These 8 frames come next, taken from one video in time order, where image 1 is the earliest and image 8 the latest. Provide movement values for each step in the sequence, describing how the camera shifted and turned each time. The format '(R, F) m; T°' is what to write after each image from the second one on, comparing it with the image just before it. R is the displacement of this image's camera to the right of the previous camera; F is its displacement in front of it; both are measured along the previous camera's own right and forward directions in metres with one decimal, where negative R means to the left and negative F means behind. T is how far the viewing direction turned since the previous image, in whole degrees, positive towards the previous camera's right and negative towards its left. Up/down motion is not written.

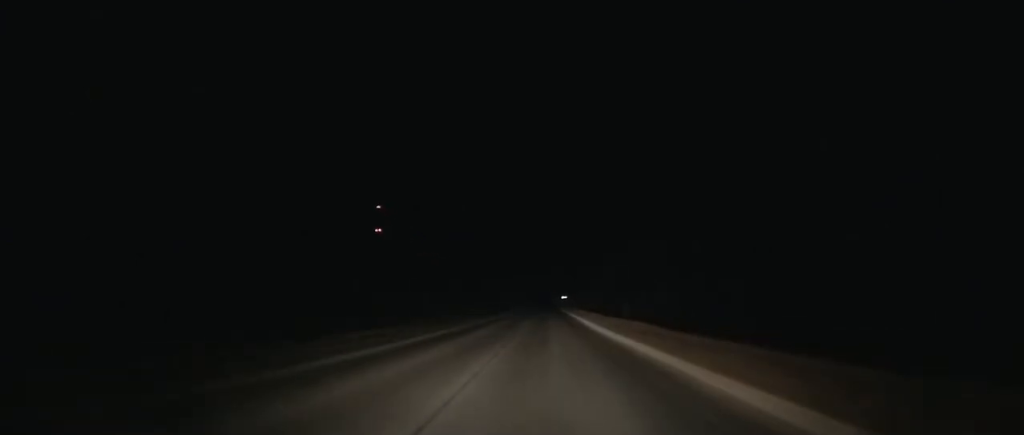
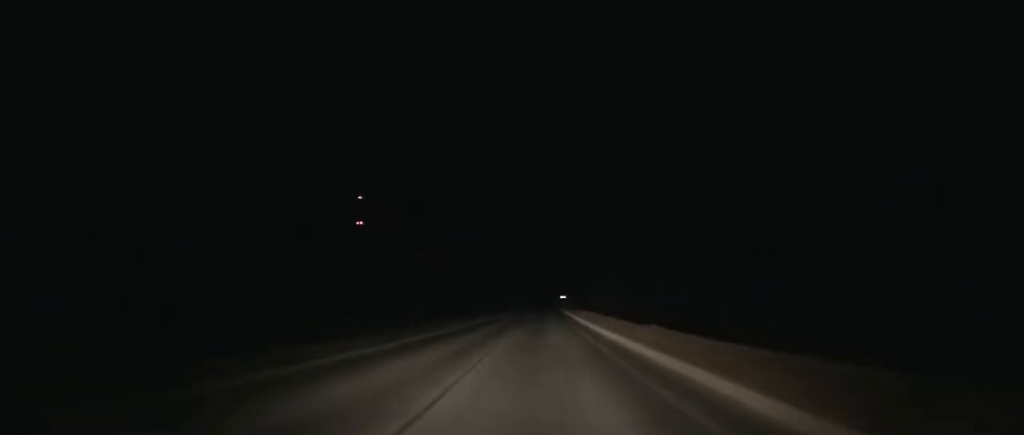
(-0.1, +41.3) m; 0°
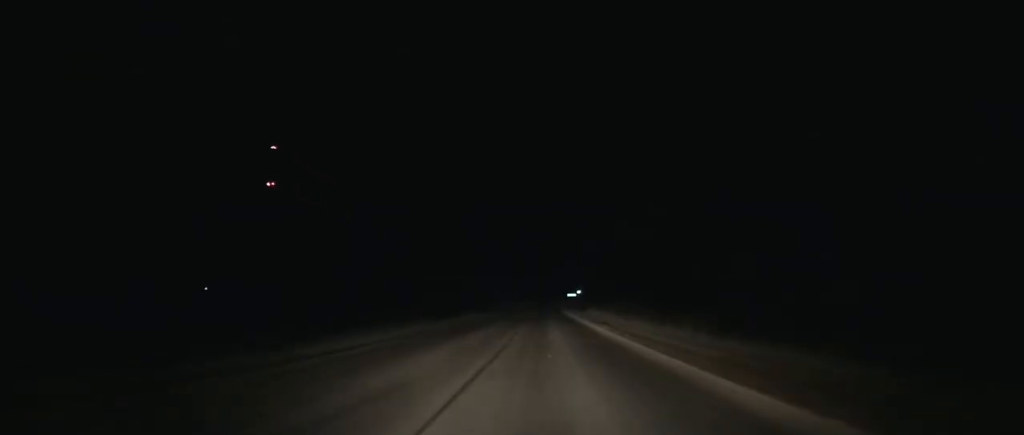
(+0.3, +143.6) m; 0°
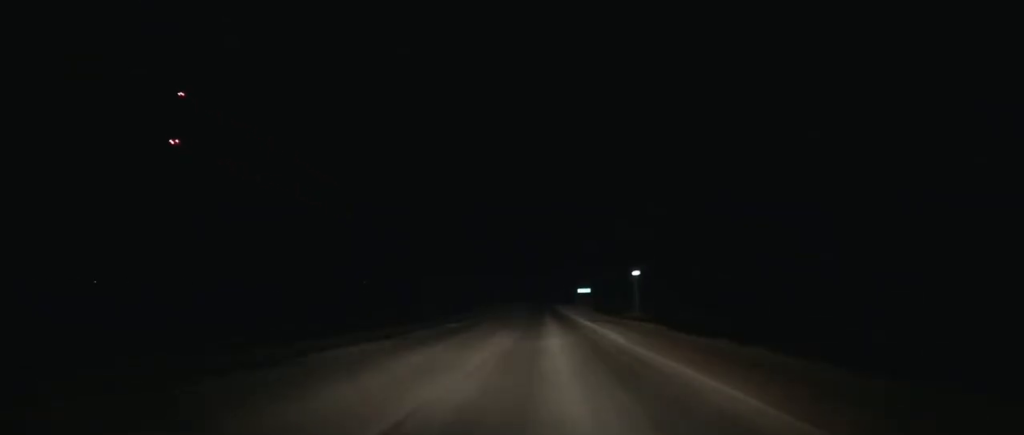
(-0.1, +79.8) m; 0°
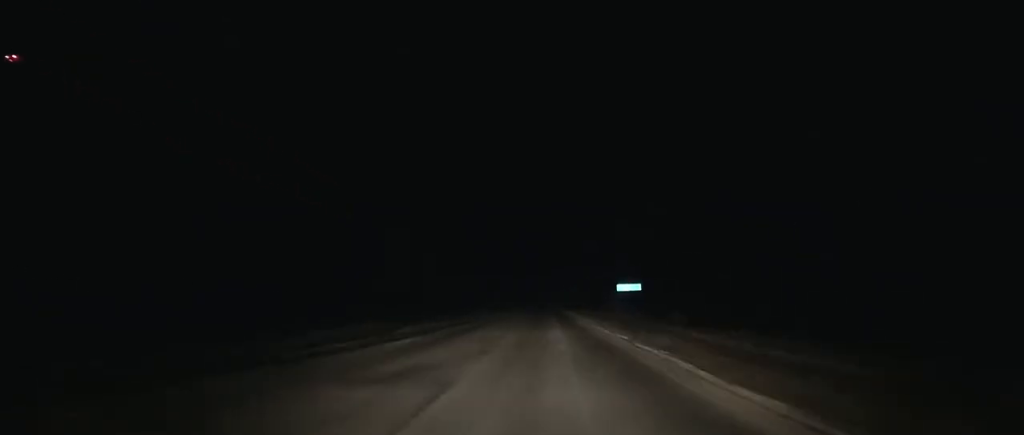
(-0.1, +79.9) m; 0°
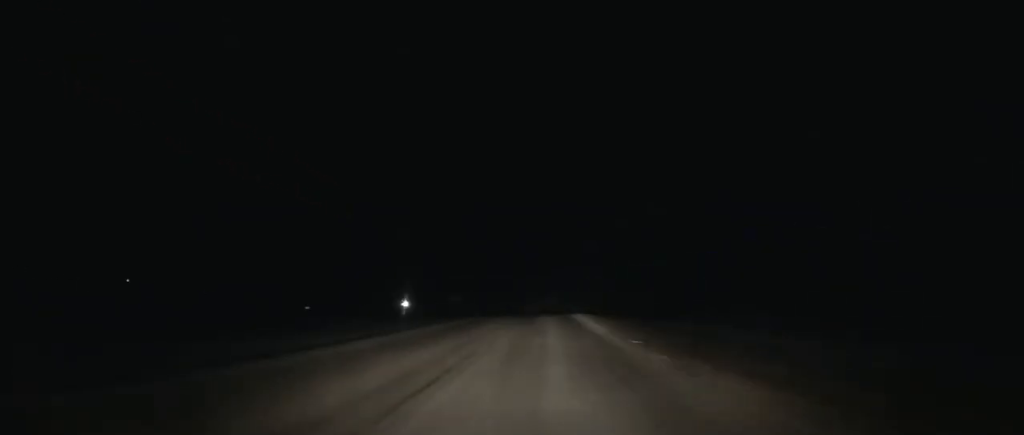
(-0.1, +82.4) m; -1°
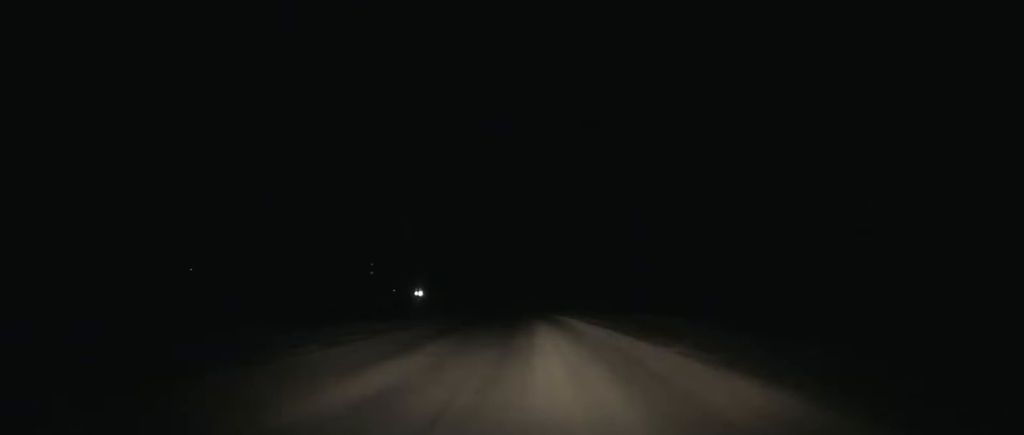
(-1.3, +64.9) m; -3°
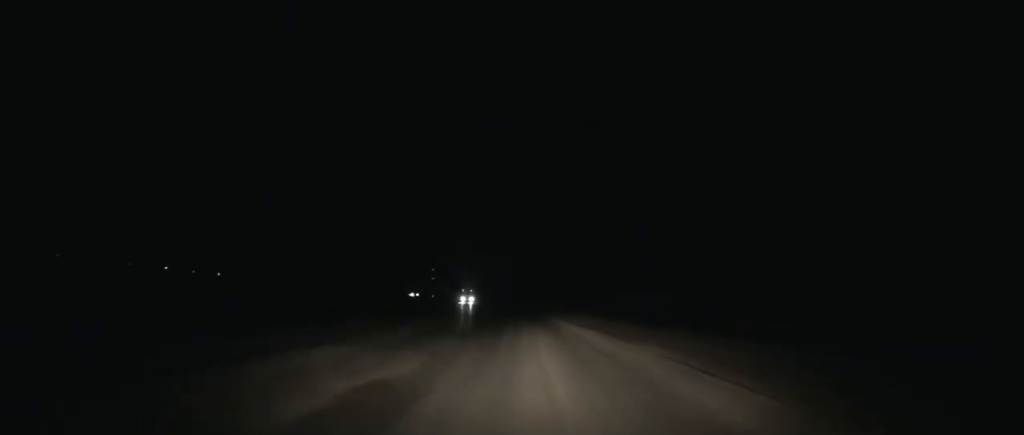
(-4.9, +82.9) m; -7°
